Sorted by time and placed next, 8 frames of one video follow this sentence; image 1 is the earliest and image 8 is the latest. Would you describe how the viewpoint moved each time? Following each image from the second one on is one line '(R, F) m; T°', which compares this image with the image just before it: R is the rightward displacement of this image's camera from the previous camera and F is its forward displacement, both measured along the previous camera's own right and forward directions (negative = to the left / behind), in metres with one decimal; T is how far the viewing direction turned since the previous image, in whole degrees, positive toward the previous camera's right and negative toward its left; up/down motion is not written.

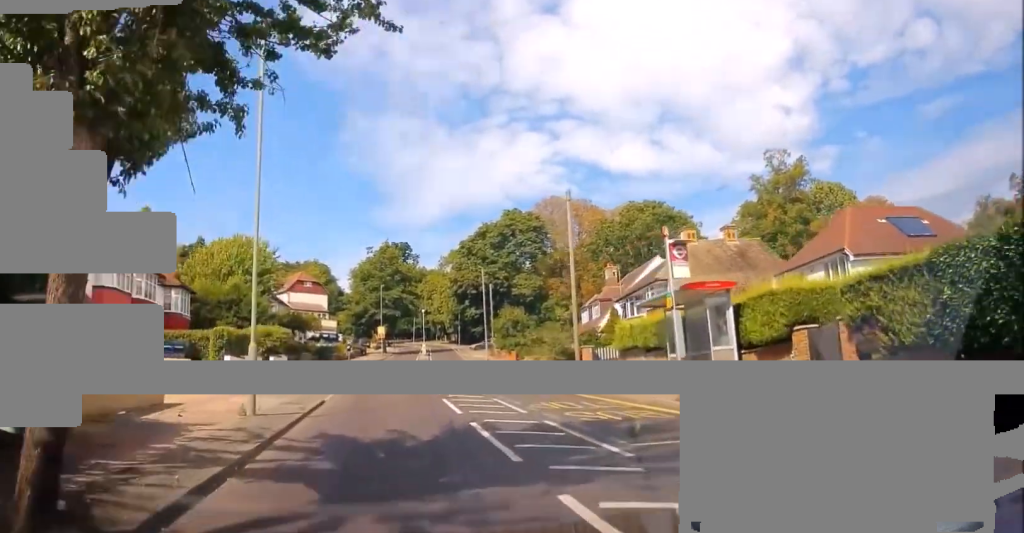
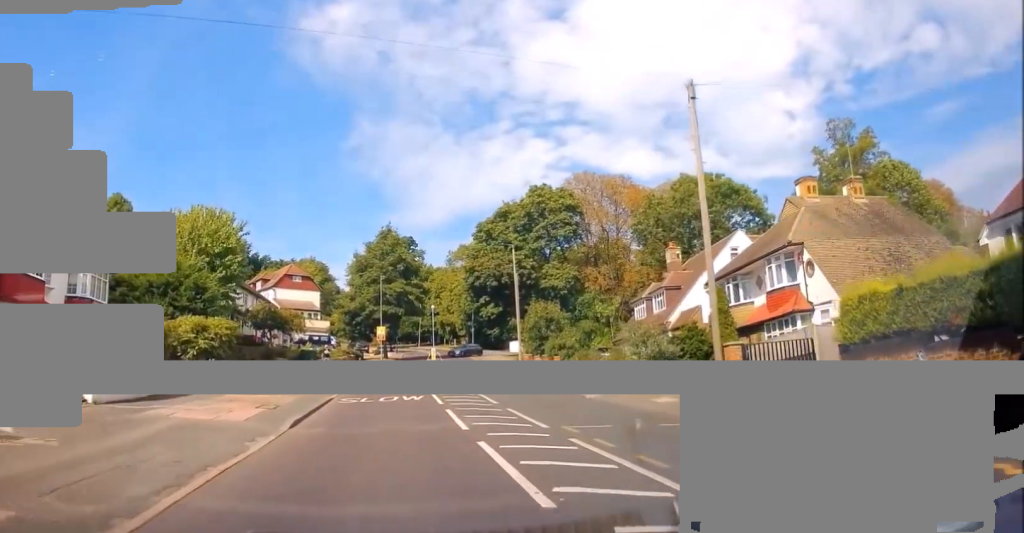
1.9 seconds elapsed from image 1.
(-0.2, +14.5) m; -3°
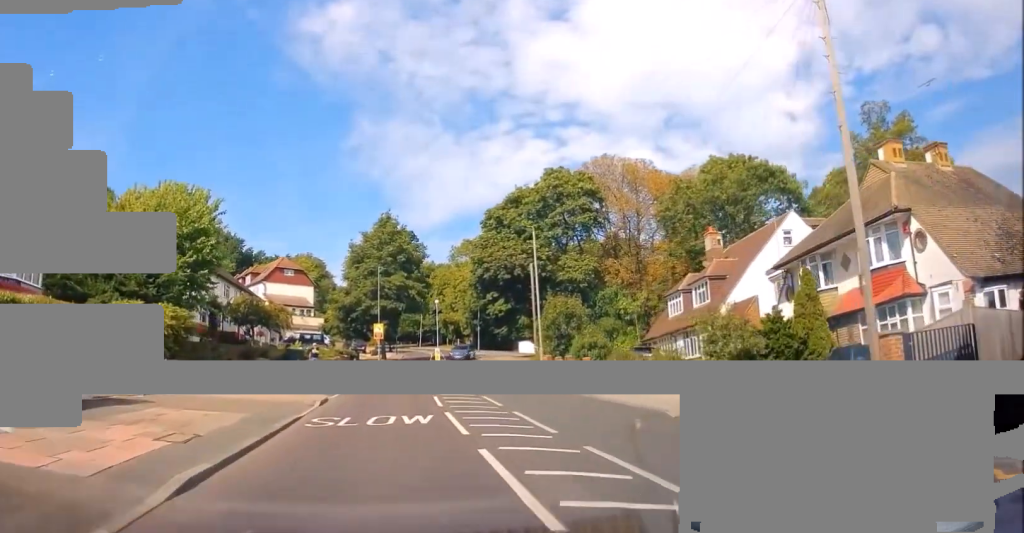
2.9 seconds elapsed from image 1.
(-0.1, +6.8) m; +1°
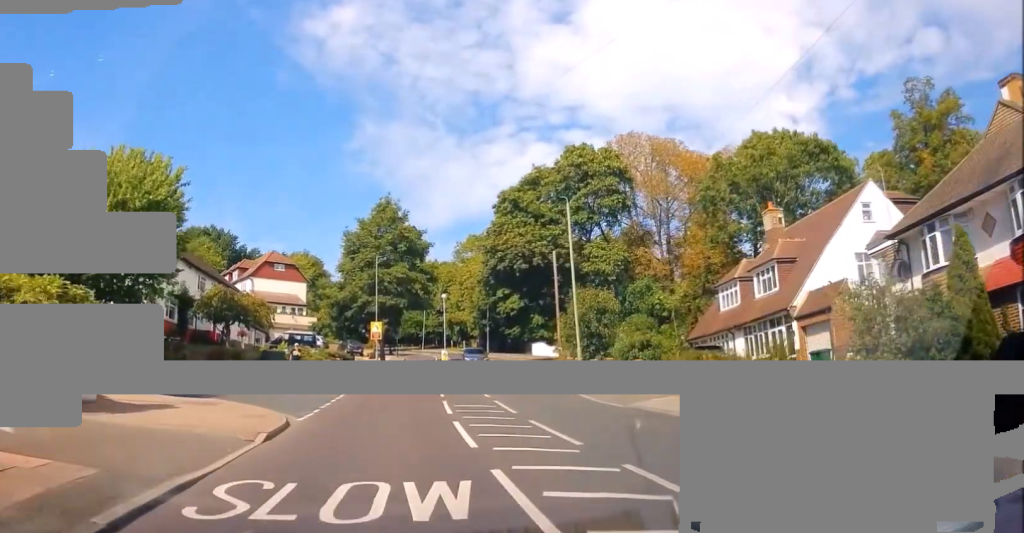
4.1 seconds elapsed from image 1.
(+0.2, +7.3) m; +1°
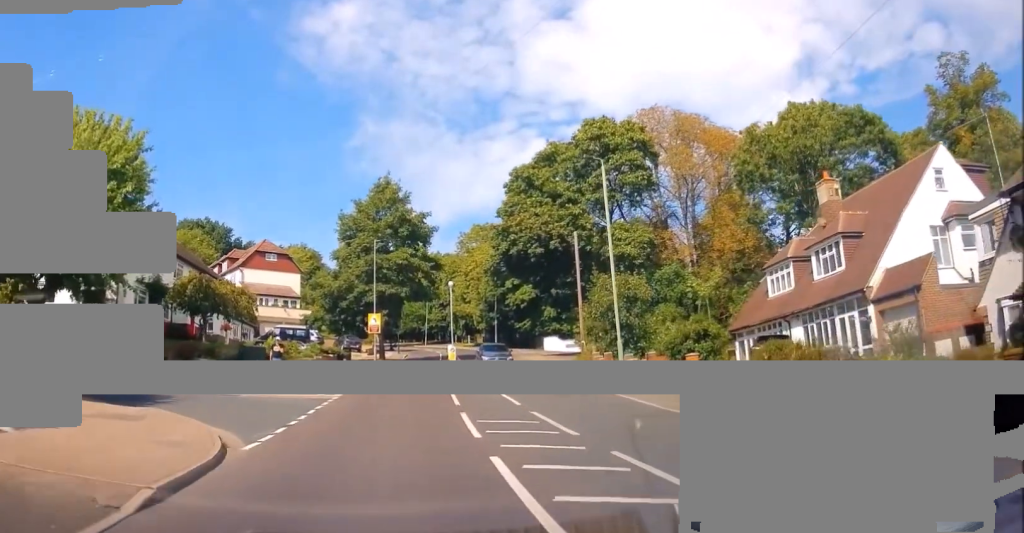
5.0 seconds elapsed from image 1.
(-0.1, +5.3) m; 0°
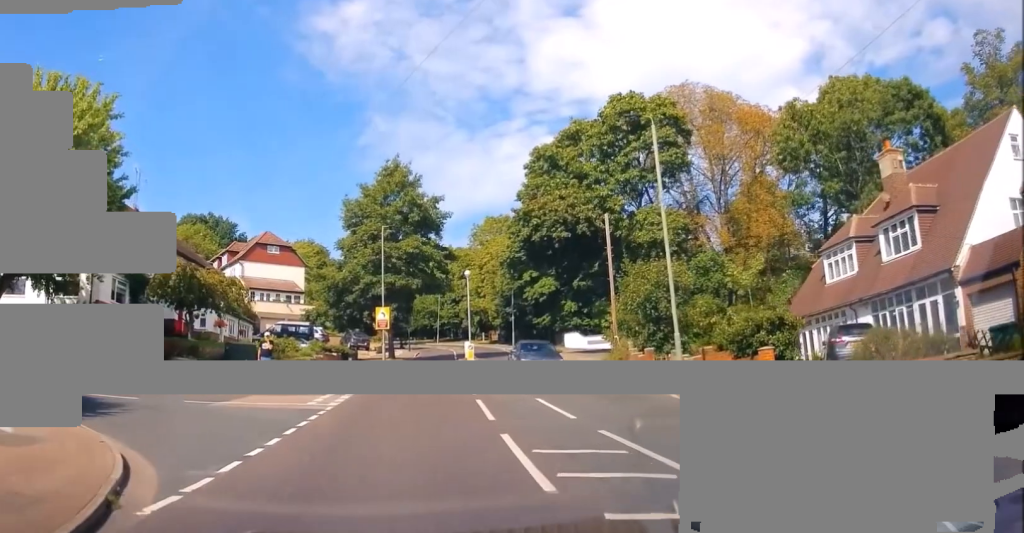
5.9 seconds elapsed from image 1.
(+0.1, +4.3) m; -2°
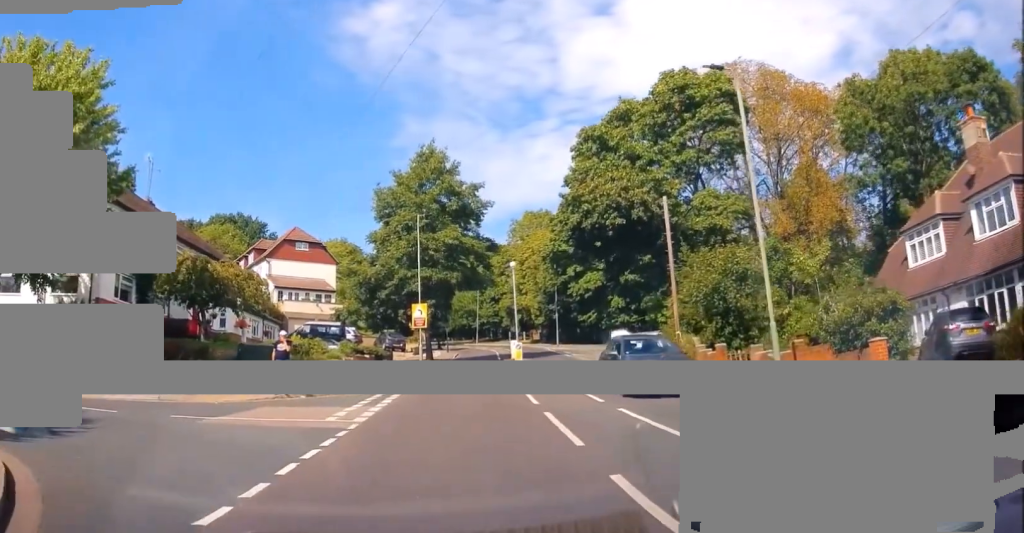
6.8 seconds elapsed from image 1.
(-0.1, +3.6) m; -10°
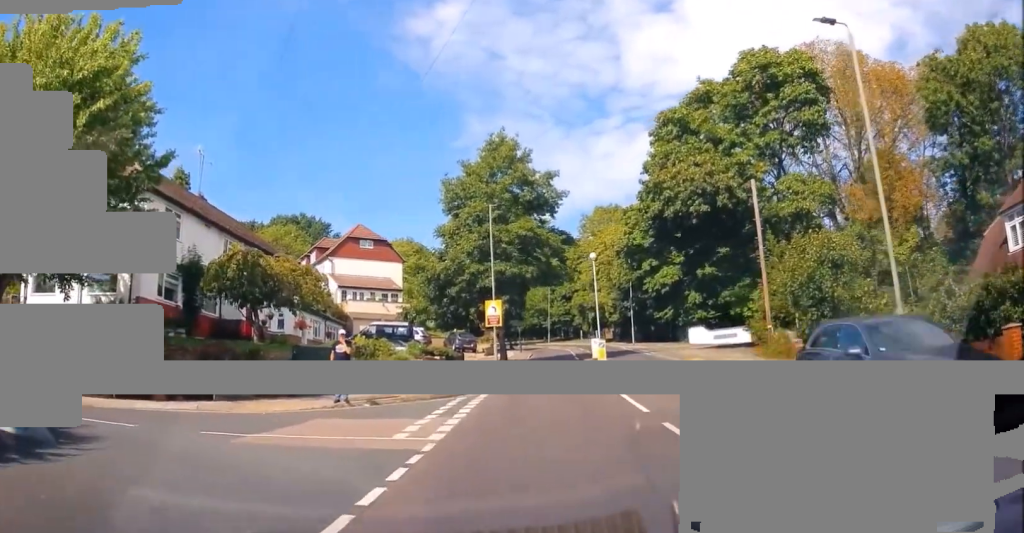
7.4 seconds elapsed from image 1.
(-0.1, +2.6) m; -11°
